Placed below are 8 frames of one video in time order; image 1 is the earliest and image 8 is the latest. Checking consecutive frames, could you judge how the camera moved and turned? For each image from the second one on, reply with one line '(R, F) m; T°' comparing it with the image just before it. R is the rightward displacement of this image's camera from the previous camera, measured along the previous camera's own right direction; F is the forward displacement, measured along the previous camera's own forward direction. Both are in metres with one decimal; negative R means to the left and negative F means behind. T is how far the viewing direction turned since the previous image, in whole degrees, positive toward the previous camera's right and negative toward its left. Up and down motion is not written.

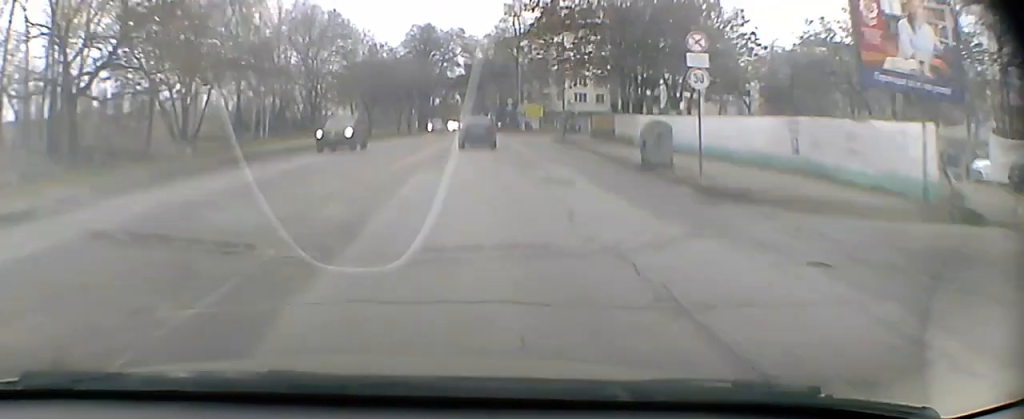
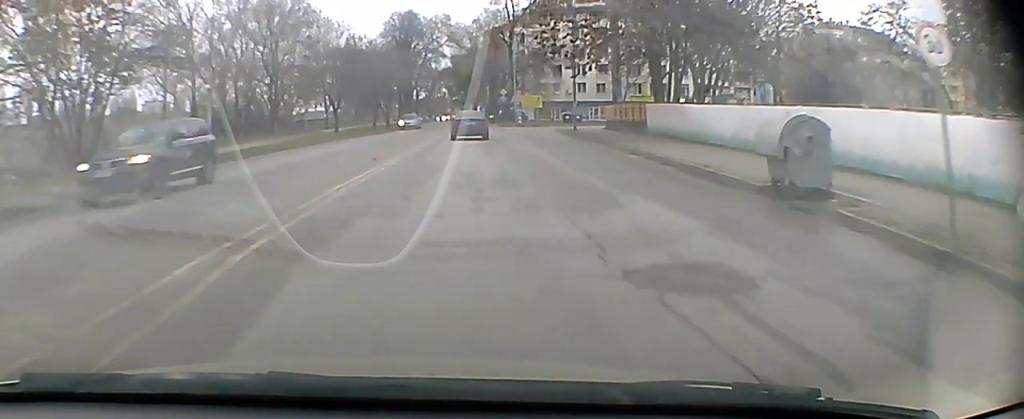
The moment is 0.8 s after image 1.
(+0.1, +11.2) m; +1°
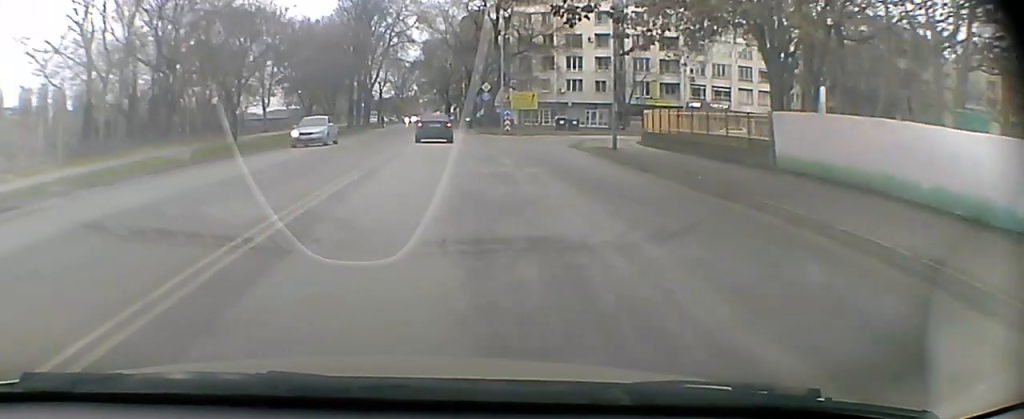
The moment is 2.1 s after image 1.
(+0.2, +17.9) m; +1°
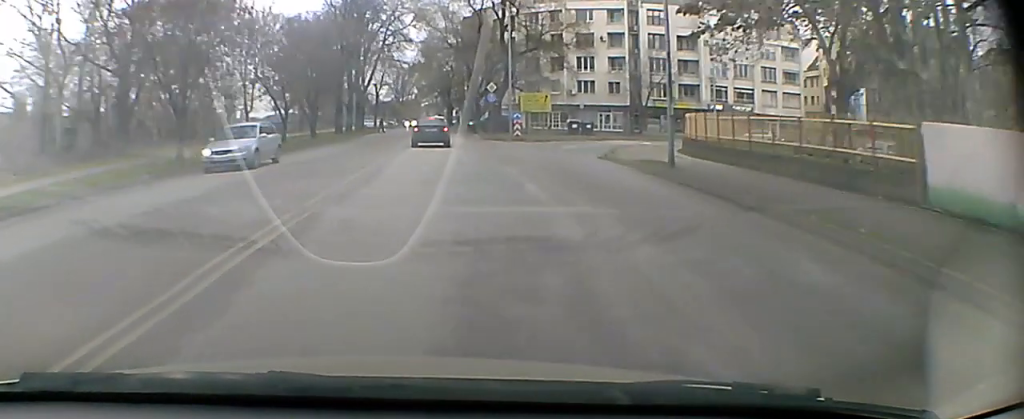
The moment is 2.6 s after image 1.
(0.0, +6.8) m; 0°
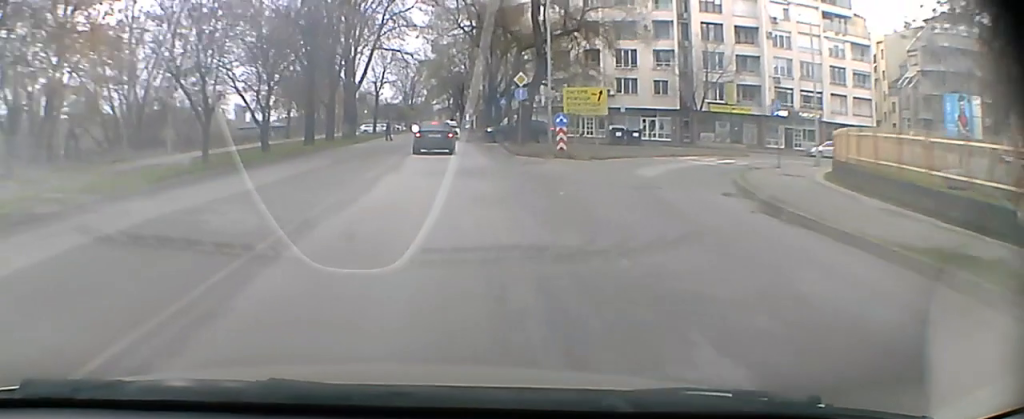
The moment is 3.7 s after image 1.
(0.0, +13.4) m; 0°
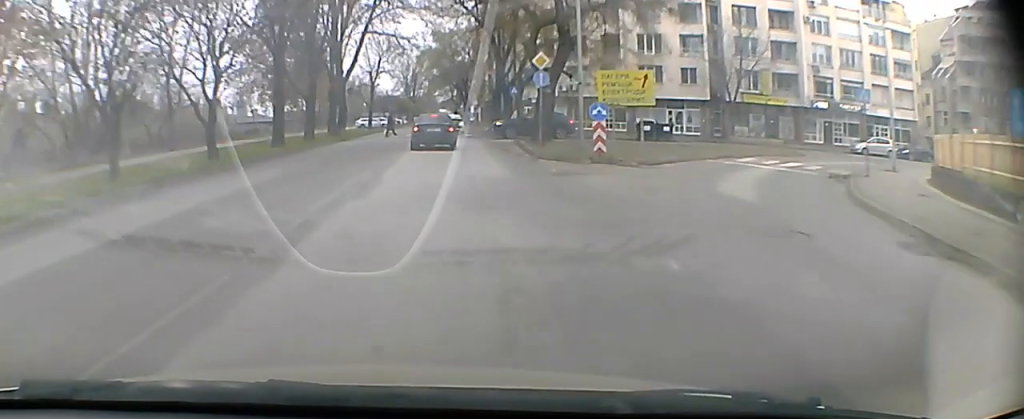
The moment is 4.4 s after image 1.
(0.0, +7.6) m; 0°
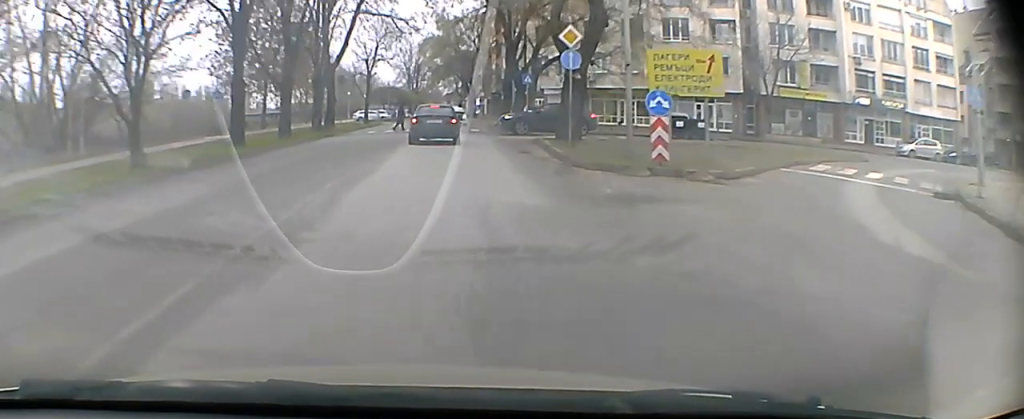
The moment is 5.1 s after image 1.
(0.0, +6.7) m; 0°
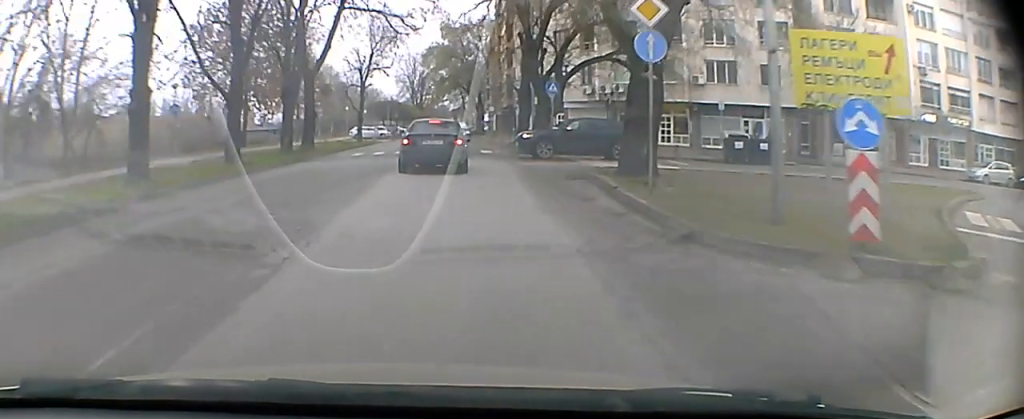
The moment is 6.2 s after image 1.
(0.0, +8.9) m; -1°
